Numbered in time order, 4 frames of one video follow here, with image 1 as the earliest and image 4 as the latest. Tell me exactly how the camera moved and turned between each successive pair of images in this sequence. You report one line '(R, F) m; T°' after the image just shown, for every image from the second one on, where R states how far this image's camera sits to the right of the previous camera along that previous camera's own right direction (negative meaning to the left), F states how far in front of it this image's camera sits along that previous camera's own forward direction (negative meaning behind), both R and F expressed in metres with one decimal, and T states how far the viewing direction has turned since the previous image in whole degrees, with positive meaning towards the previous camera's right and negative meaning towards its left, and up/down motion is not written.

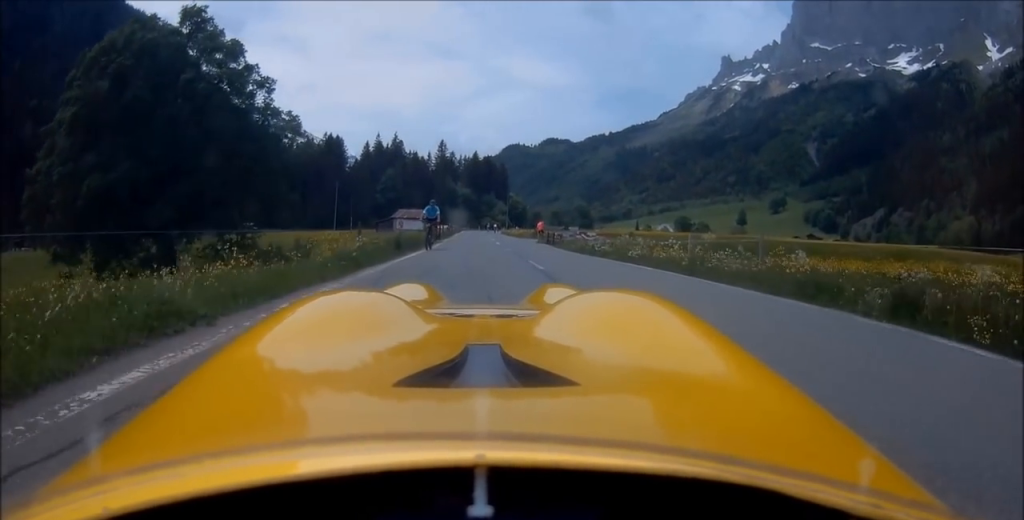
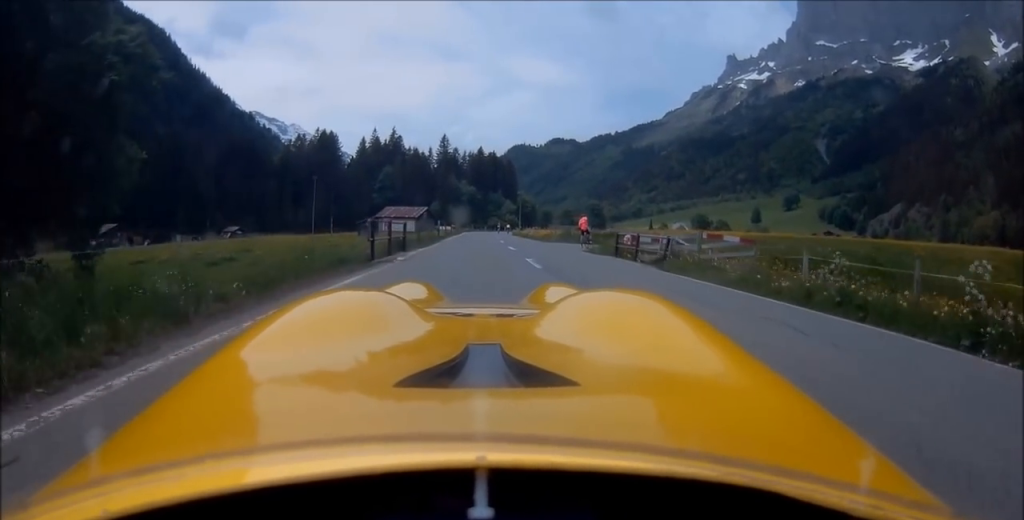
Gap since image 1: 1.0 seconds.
(-0.8, +18.2) m; -1°
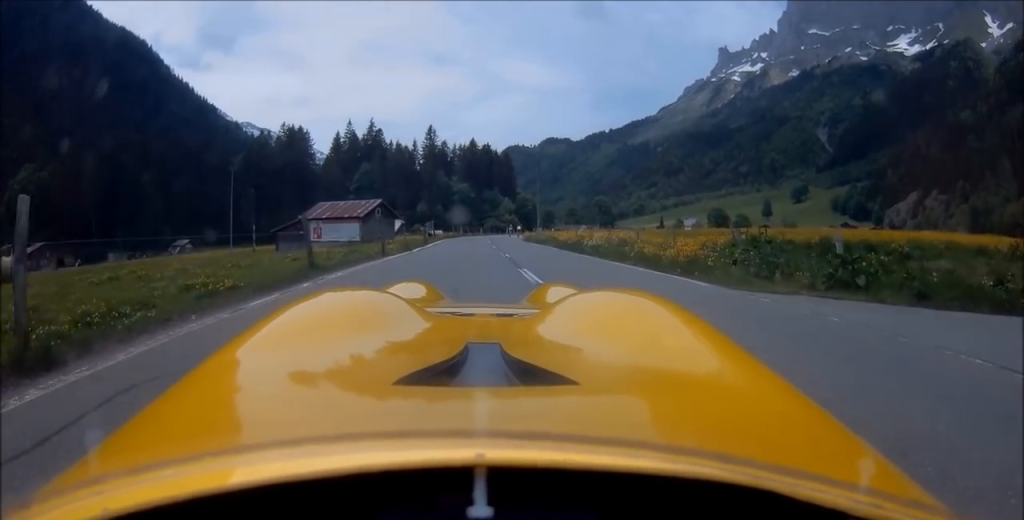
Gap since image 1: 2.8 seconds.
(+0.6, +30.4) m; +1°
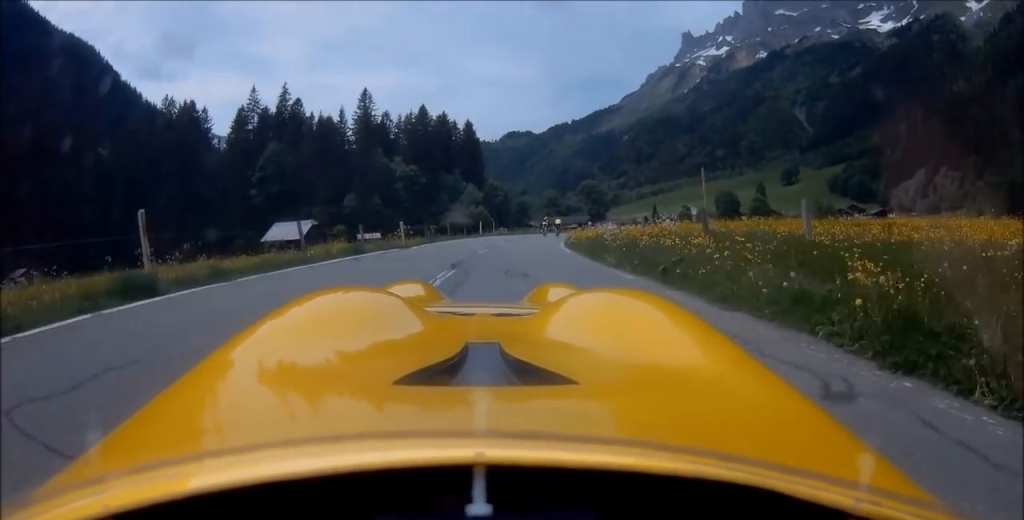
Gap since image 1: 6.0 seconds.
(+2.0, +55.0) m; +5°
